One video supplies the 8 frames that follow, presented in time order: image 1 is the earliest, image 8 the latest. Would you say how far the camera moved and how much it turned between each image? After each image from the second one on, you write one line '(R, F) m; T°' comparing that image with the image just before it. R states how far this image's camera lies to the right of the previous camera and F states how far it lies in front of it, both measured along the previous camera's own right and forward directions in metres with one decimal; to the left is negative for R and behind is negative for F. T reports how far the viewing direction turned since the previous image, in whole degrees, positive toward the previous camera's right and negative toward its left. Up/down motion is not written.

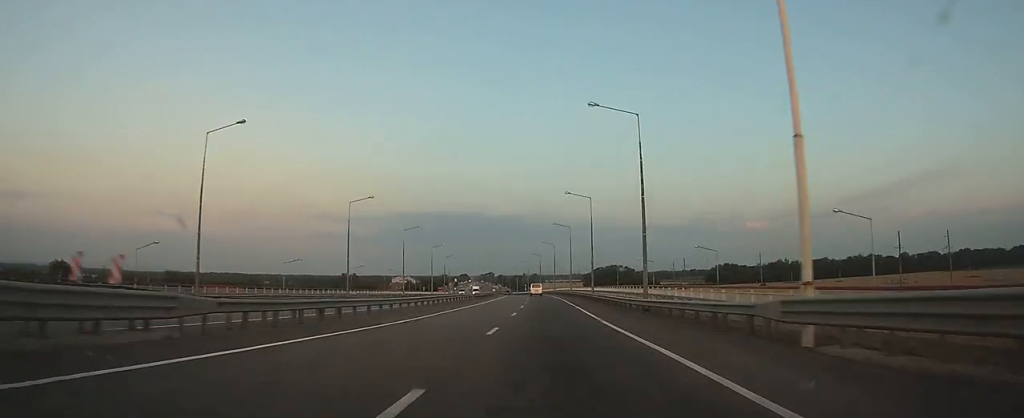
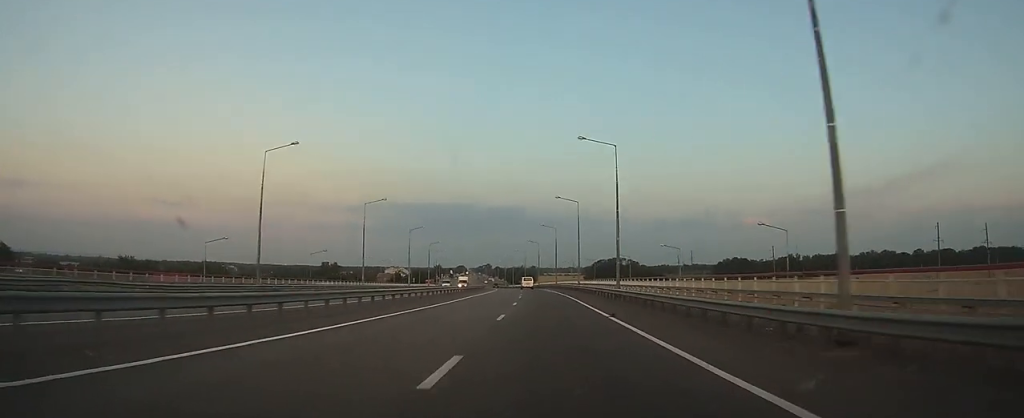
(0.0, +21.3) m; 0°
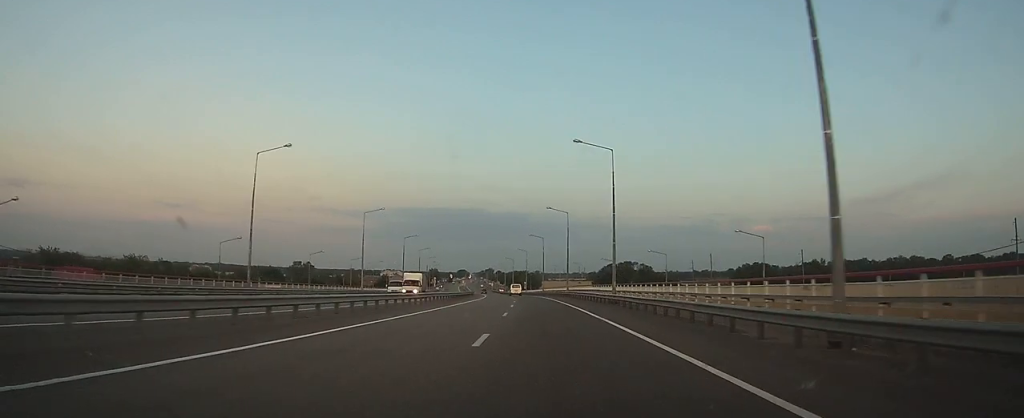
(0.0, +30.8) m; 0°
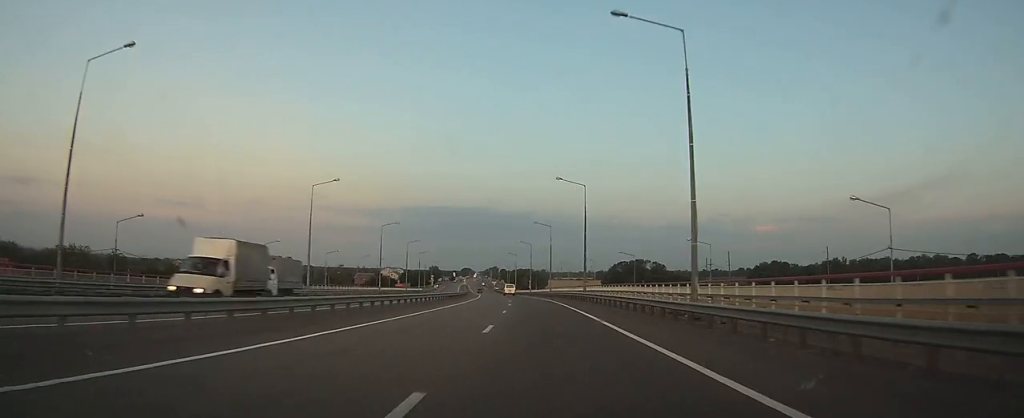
(-0.1, +20.1) m; -1°
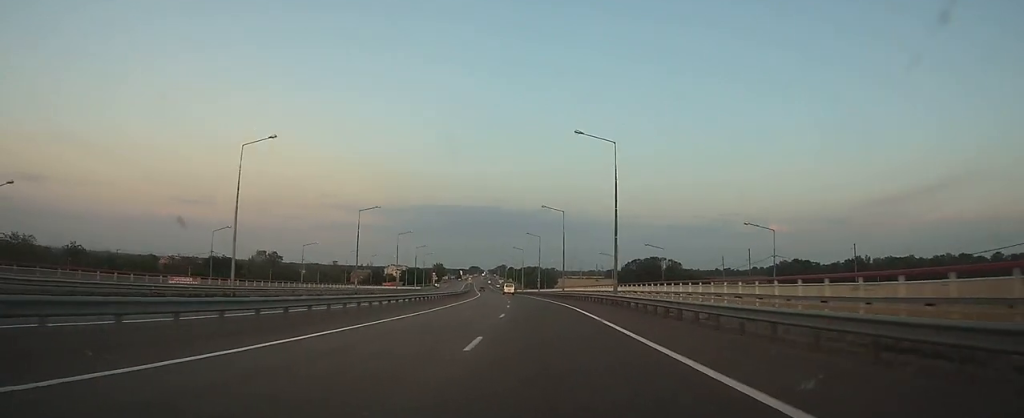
(-0.1, +16.3) m; -1°
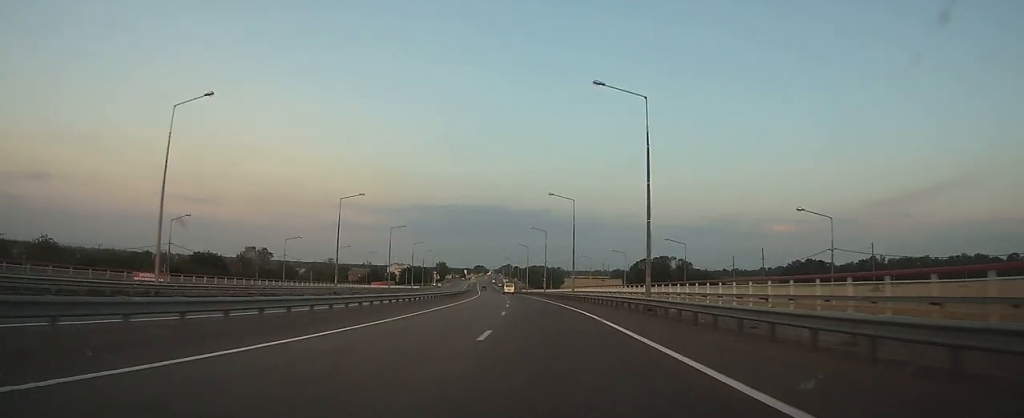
(-0.1, +9.7) m; 0°
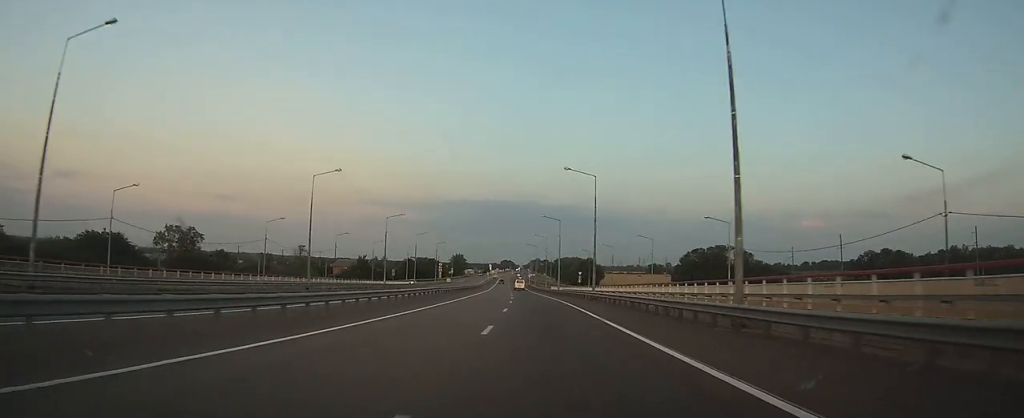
(-0.9, +46.0) m; -3°
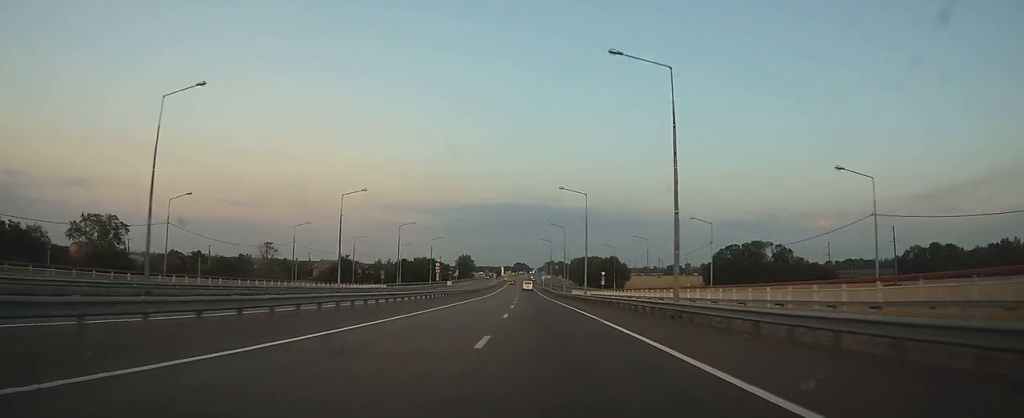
(-0.4, +26.3) m; -2°
